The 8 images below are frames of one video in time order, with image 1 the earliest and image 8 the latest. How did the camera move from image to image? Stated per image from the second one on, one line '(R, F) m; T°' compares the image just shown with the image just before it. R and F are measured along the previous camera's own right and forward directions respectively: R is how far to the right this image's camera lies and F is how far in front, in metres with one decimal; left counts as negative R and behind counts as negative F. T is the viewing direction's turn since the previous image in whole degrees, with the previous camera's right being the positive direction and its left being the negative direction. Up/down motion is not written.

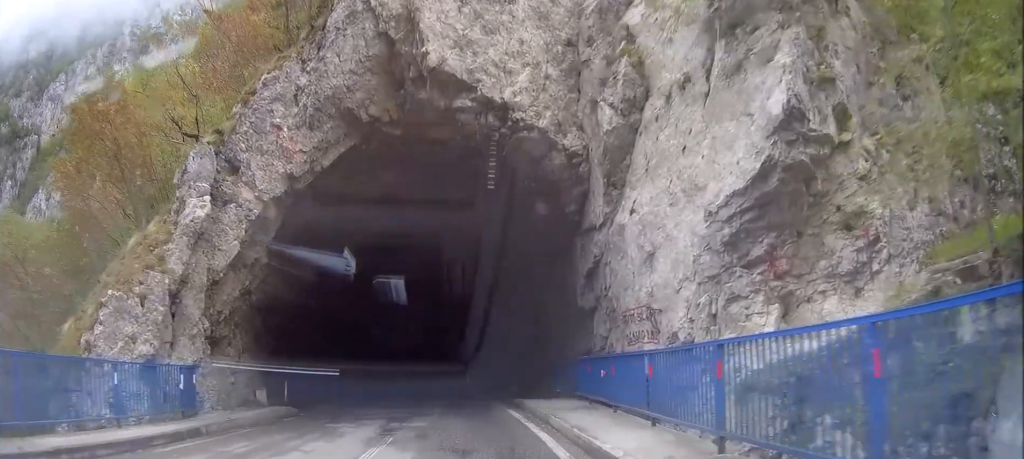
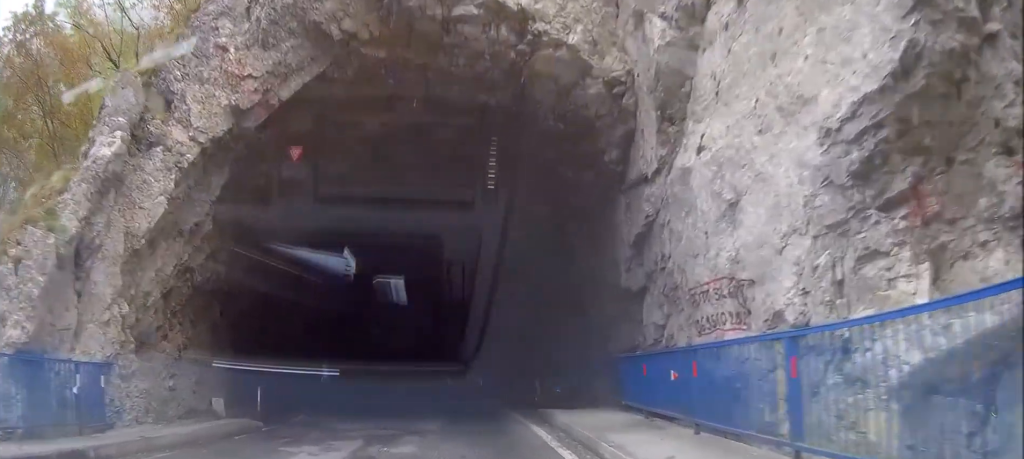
(0.0, +4.0) m; 0°
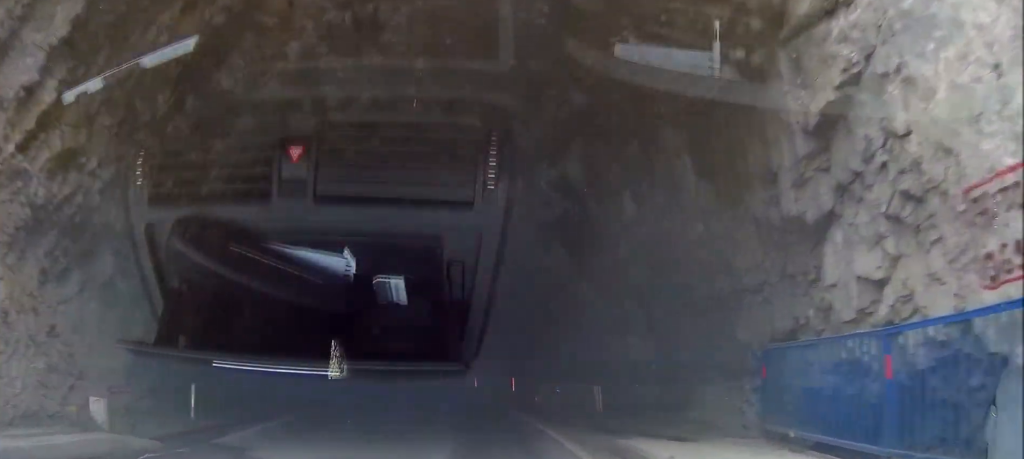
(0.0, +5.8) m; 0°
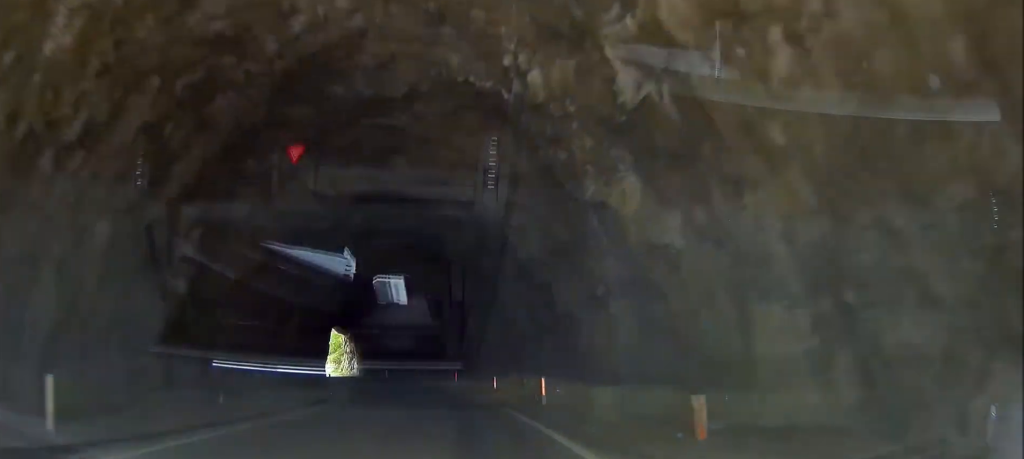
(0.0, +5.8) m; 0°
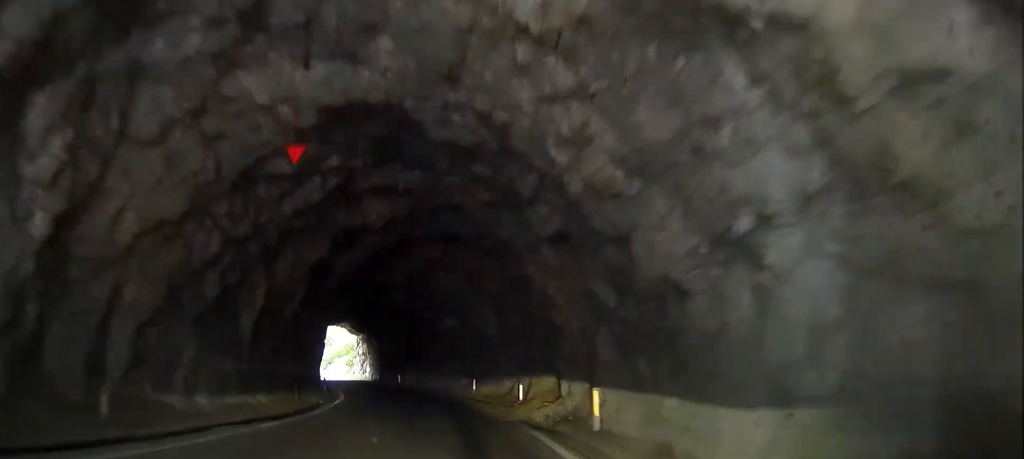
(+0.1, +6.6) m; 0°
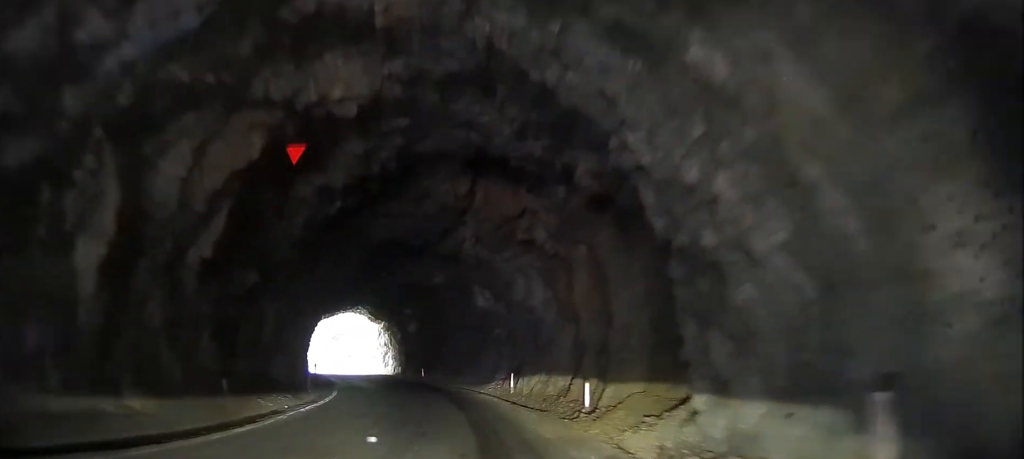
(0.0, +9.1) m; -1°
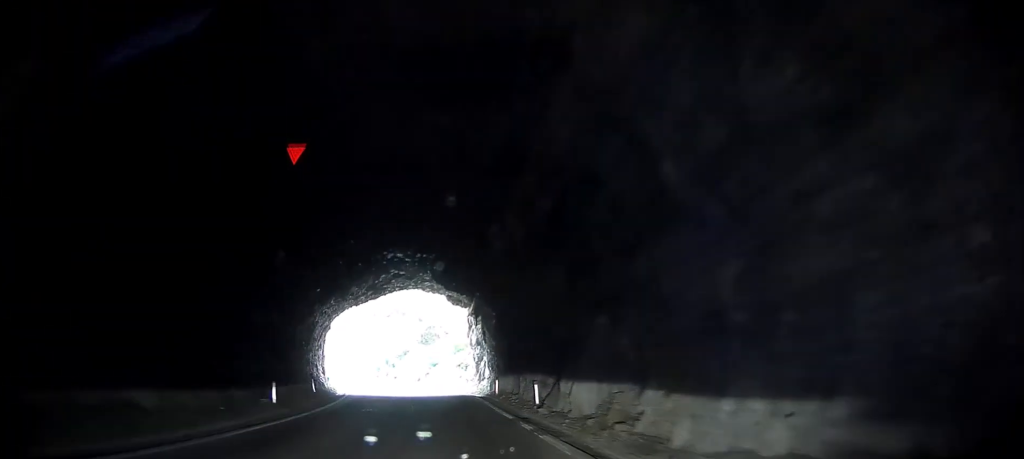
(0.0, +27.1) m; 0°
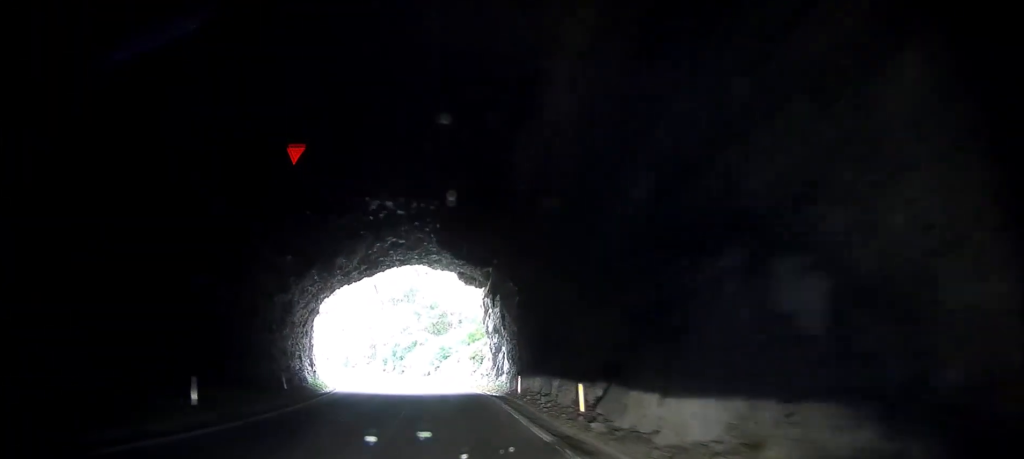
(0.0, +6.4) m; -2°
